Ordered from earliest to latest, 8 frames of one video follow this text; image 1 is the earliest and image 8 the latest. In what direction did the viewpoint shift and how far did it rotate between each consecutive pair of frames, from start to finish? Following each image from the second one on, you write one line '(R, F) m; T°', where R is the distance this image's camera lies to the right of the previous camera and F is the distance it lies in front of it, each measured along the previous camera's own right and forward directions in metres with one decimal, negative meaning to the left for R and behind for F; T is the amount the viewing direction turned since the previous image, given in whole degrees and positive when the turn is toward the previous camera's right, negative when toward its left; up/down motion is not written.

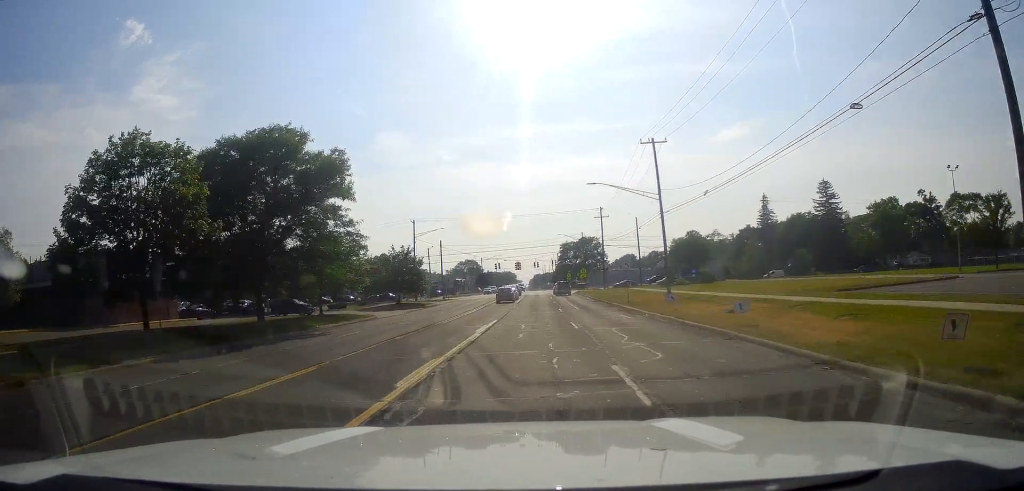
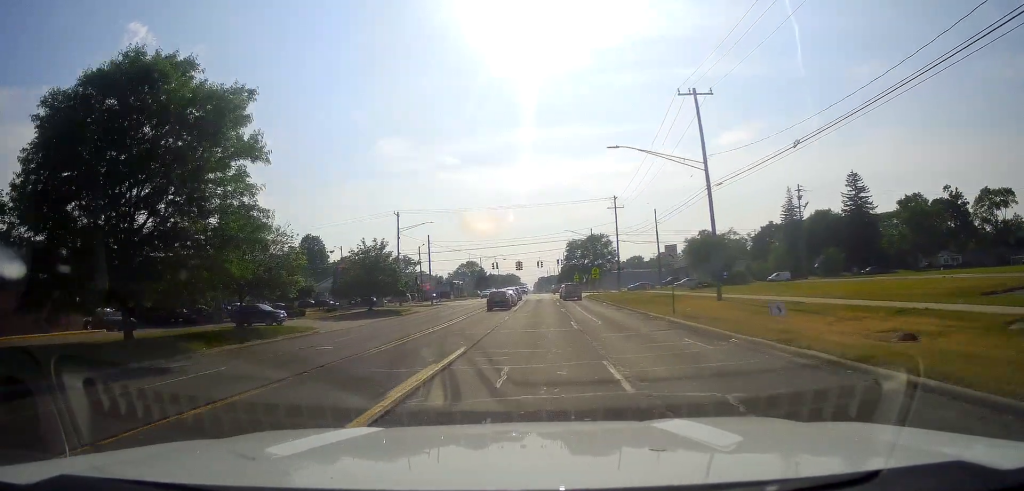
(+0.4, +13.8) m; 0°
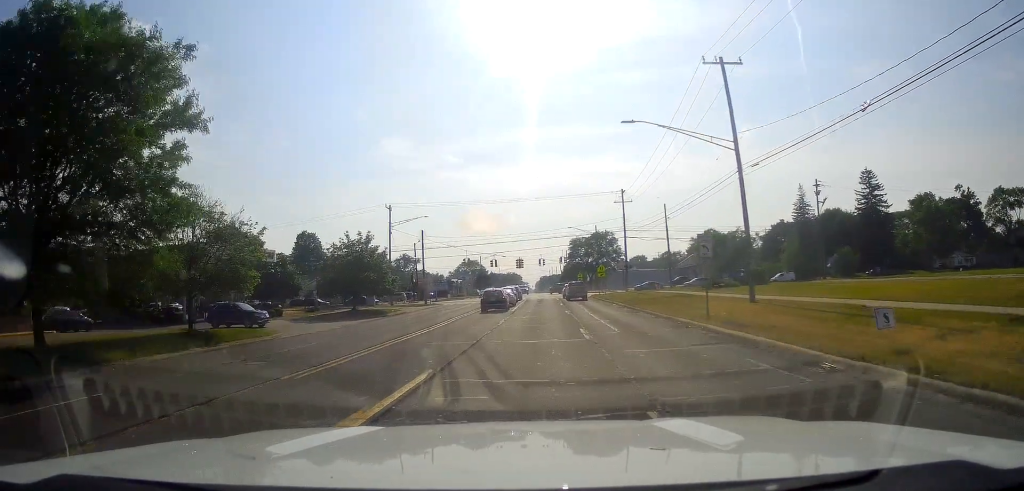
(-0.2, +5.7) m; 0°
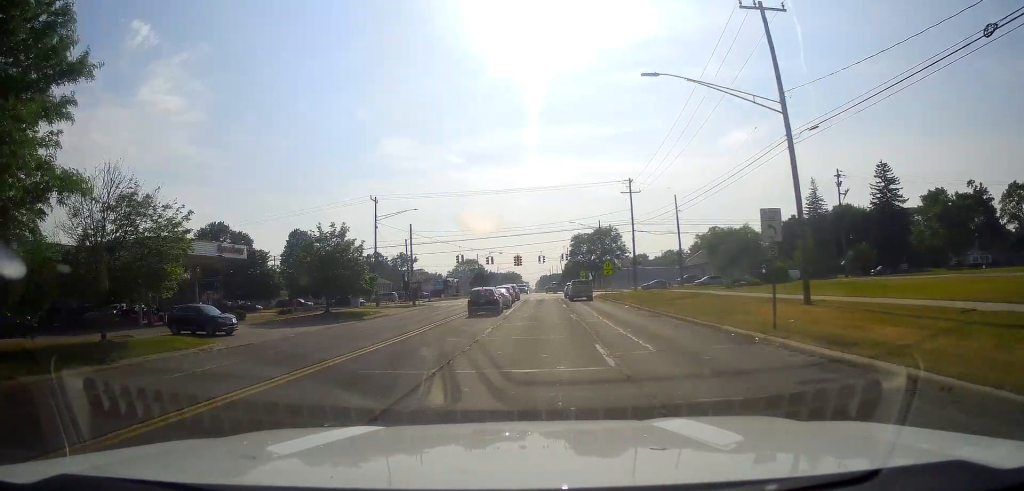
(-0.3, +7.1) m; 0°
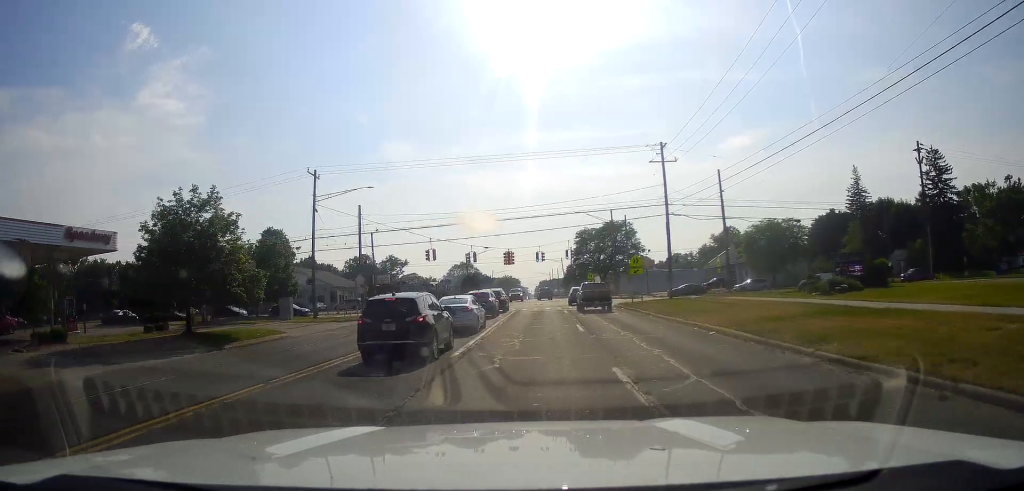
(+0.2, +20.1) m; 0°
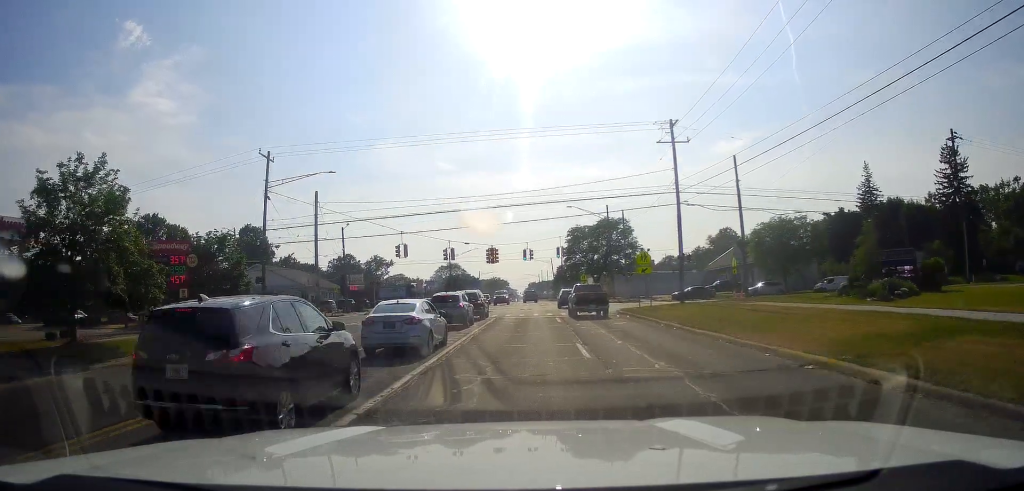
(-0.2, +8.2) m; +1°
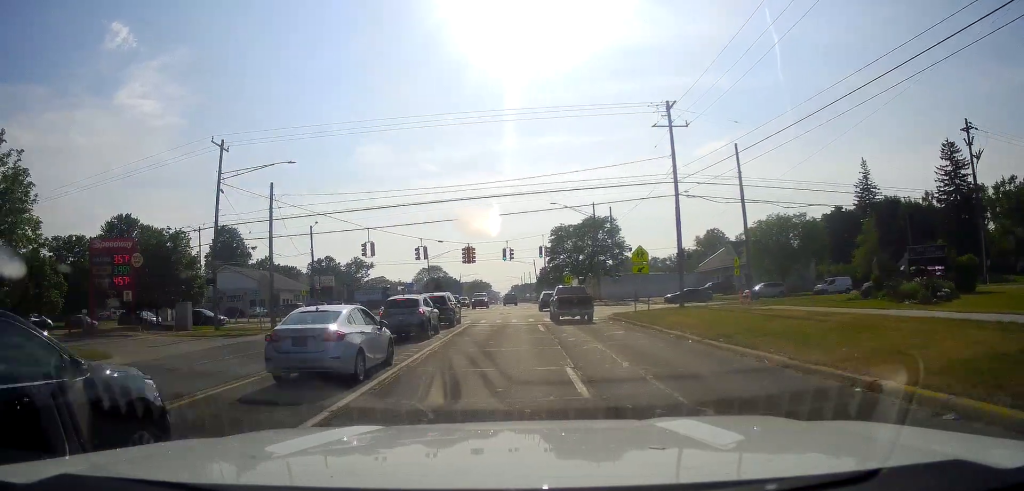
(+0.2, +5.0) m; +2°
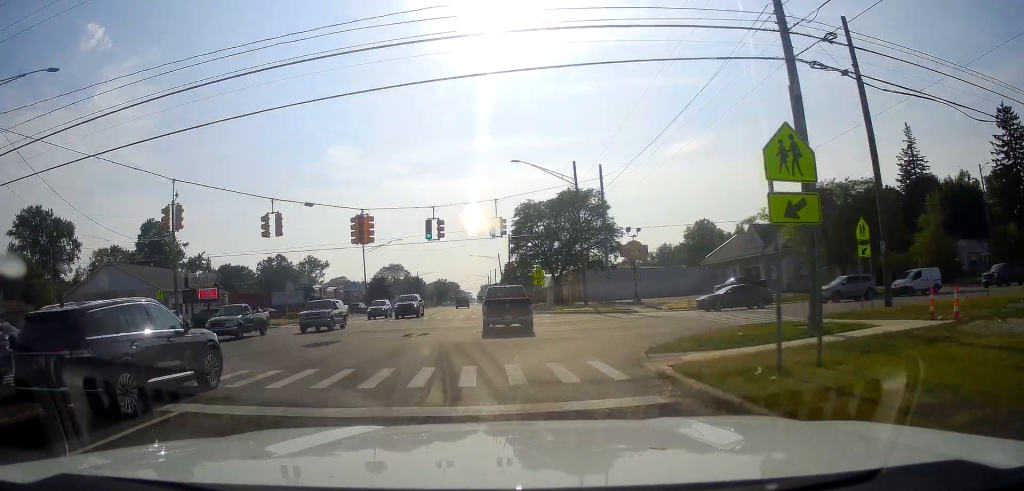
(+1.6, +22.9) m; +4°
